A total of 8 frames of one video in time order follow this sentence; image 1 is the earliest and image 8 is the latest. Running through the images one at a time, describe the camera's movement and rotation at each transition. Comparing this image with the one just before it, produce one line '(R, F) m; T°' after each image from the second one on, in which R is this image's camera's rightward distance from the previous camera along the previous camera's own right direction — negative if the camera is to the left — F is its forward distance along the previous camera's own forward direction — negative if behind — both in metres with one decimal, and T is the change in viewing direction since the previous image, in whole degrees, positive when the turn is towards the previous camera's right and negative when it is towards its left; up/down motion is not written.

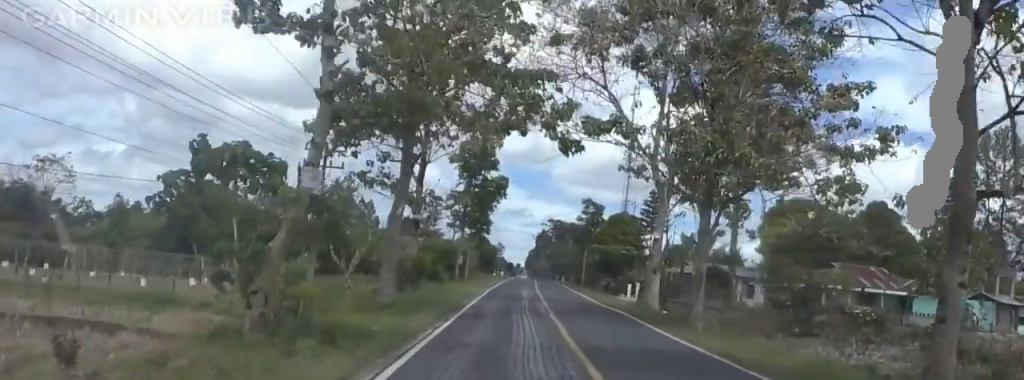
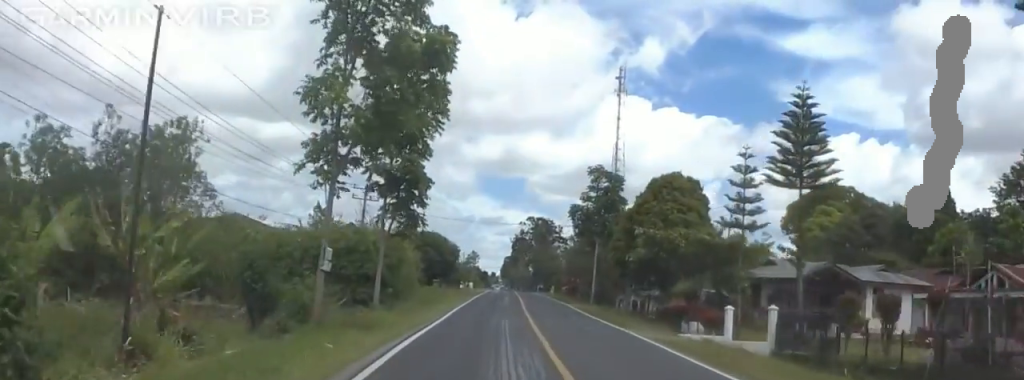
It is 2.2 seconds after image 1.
(-0.8, +34.1) m; 0°
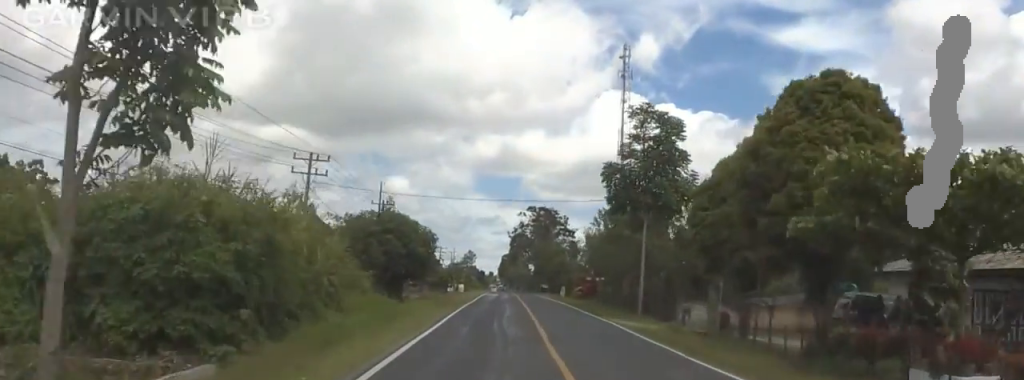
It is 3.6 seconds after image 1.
(+1.0, +21.5) m; +4°
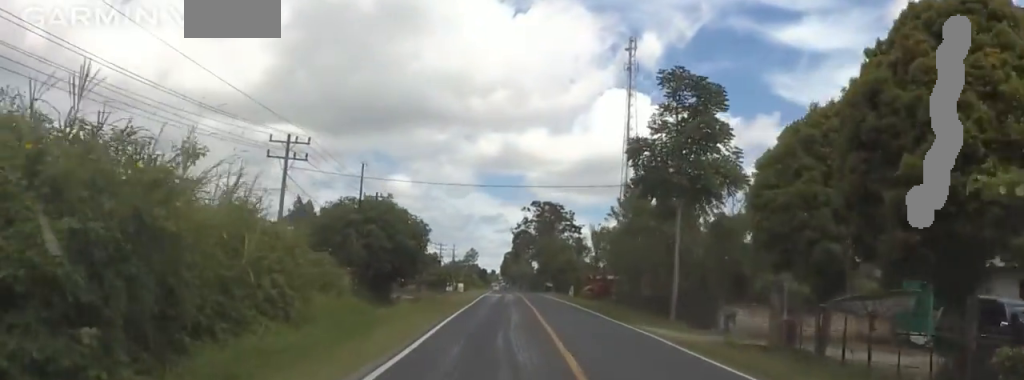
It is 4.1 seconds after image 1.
(+0.3, +6.7) m; 0°
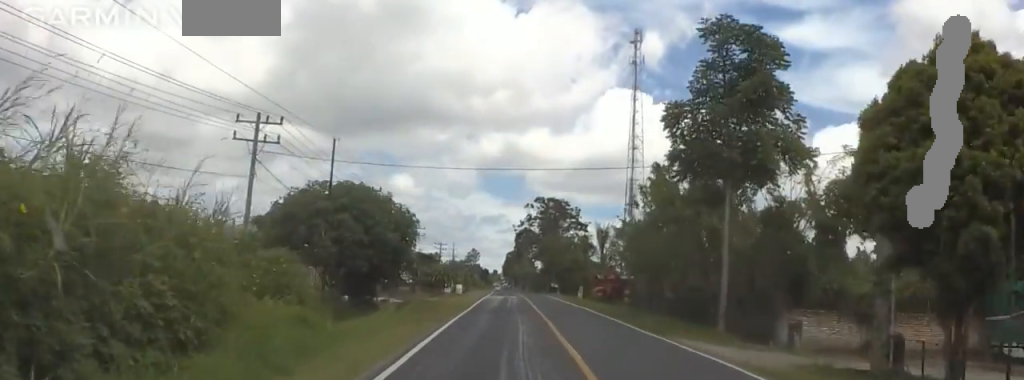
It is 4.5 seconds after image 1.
(-0.1, +6.8) m; -2°
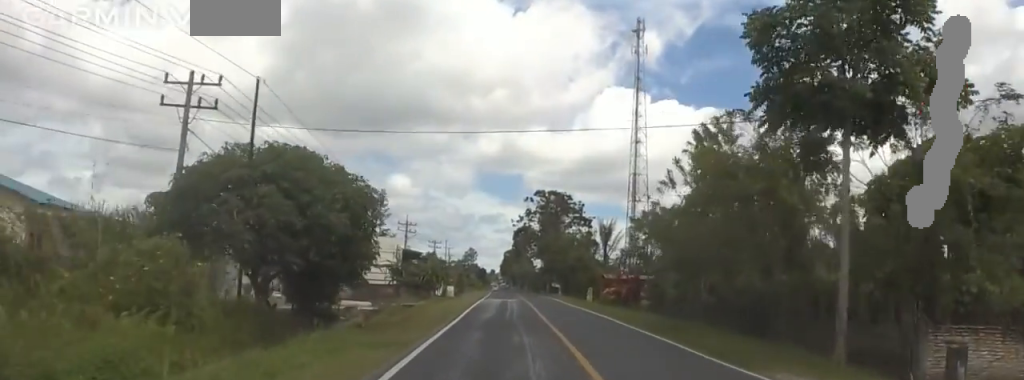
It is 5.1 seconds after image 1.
(0.0, +9.3) m; -4°
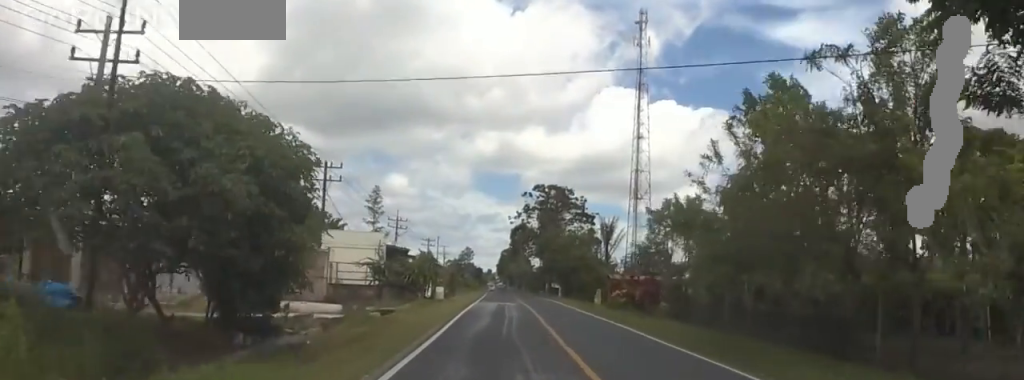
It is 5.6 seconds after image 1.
(-0.5, +7.4) m; 0°
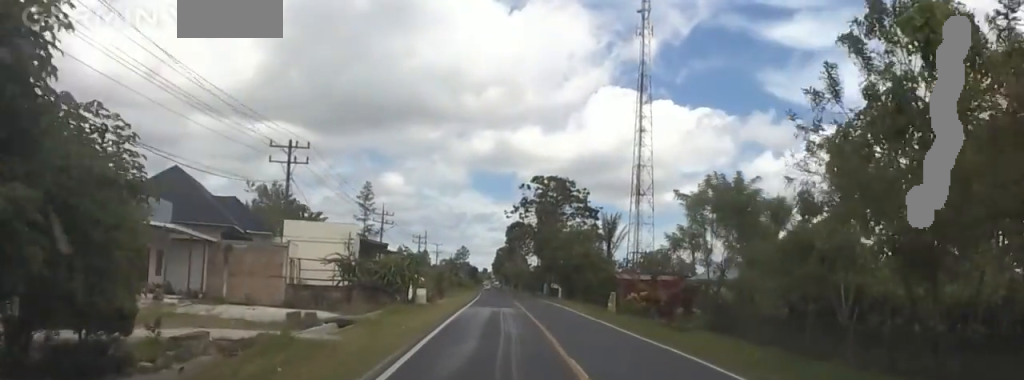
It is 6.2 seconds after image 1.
(-1.0, +9.3) m; +1°
